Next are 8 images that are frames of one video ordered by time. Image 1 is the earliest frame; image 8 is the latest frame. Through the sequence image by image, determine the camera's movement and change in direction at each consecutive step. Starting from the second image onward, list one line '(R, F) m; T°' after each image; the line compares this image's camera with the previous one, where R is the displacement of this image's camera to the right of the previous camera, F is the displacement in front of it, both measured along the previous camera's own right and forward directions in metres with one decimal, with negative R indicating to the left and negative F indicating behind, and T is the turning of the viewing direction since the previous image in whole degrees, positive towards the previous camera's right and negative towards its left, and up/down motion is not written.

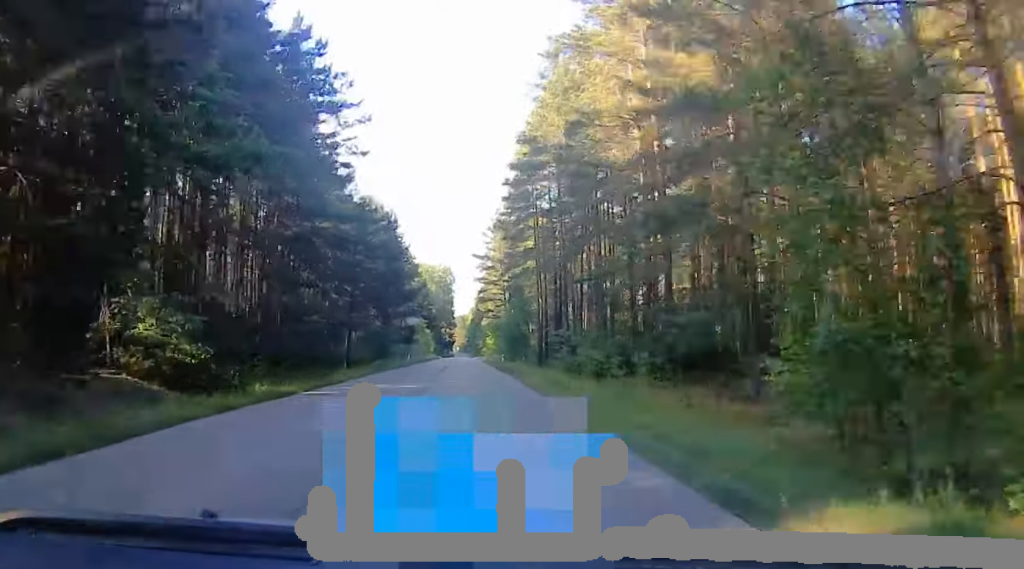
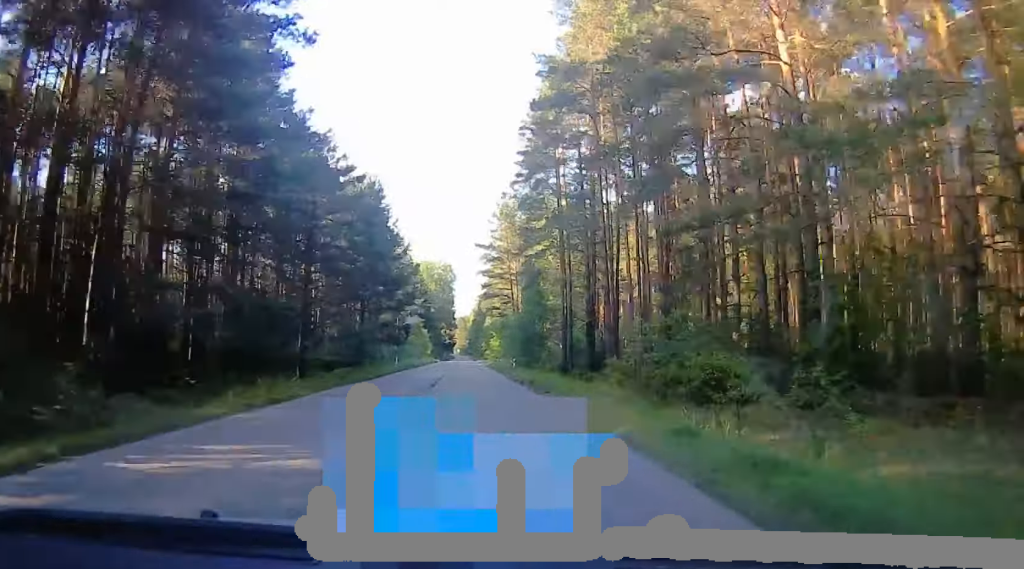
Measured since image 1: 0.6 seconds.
(+0.2, +14.1) m; 0°
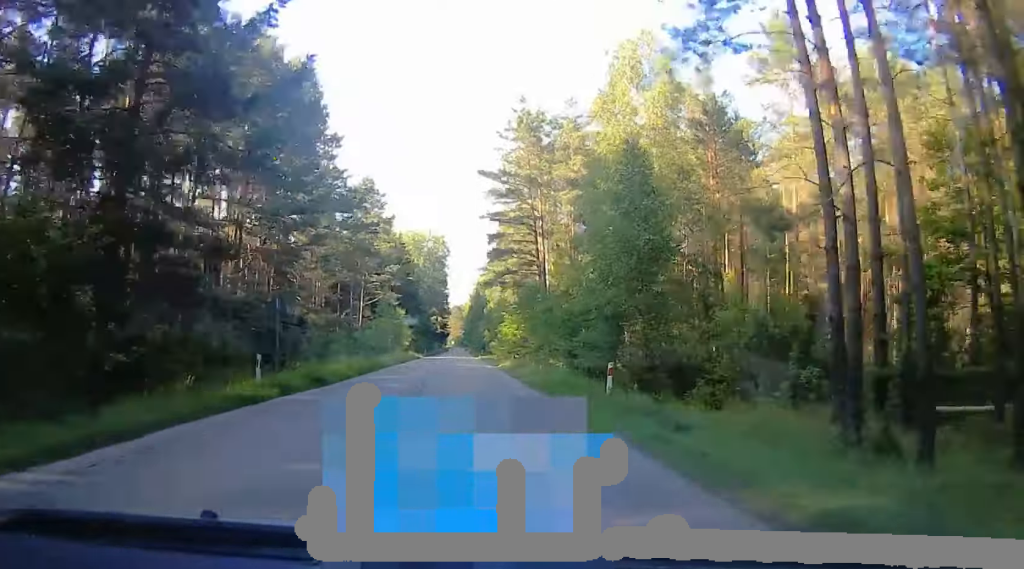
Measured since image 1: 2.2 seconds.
(-1.6, +37.6) m; -5°
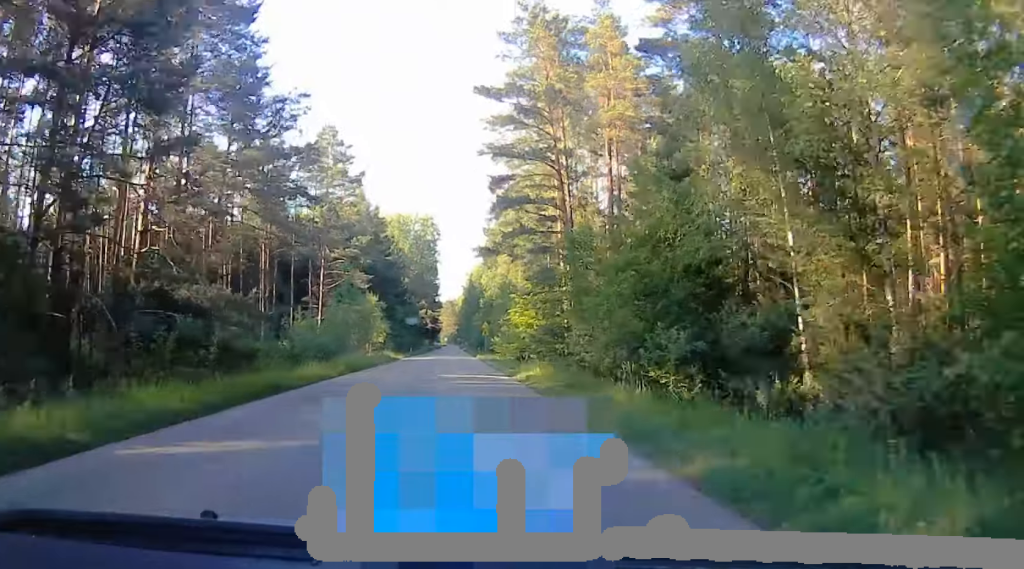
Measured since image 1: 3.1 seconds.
(+0.4, +20.7) m; +1°
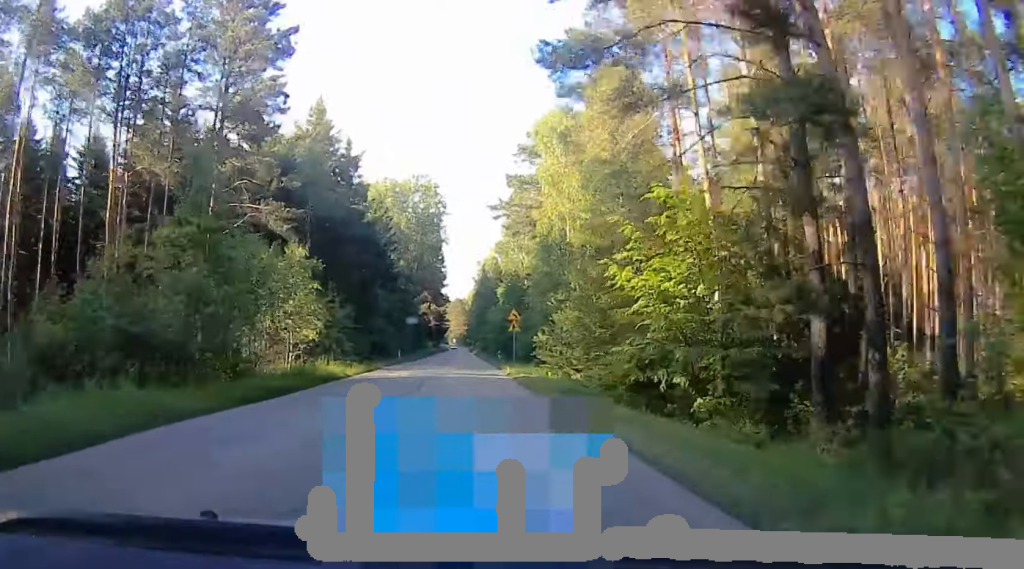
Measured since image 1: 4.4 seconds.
(+0.1, +31.8) m; -1°
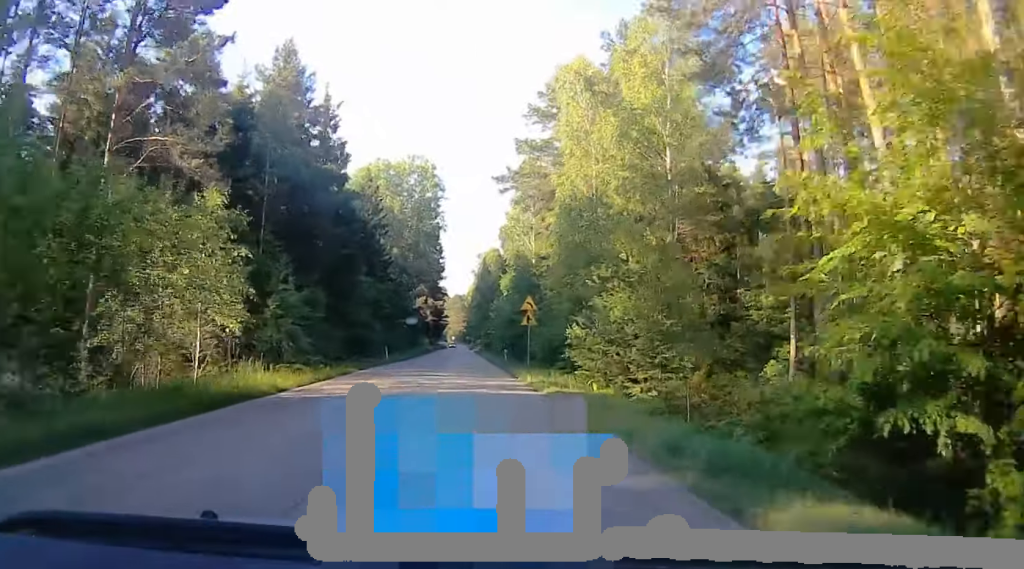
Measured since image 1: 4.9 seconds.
(-0.4, +10.9) m; +1°
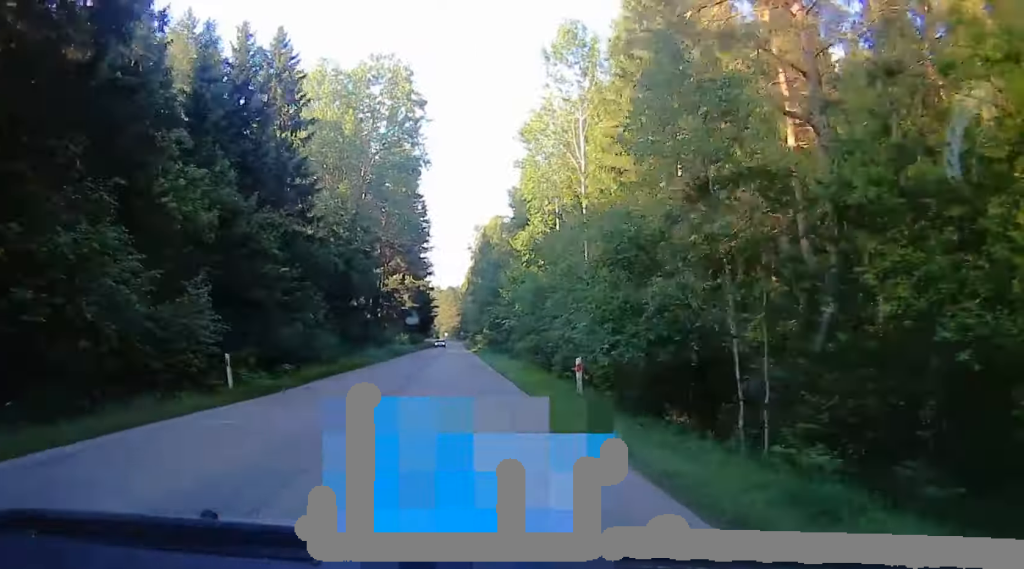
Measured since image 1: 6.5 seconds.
(+1.0, +38.1) m; 0°
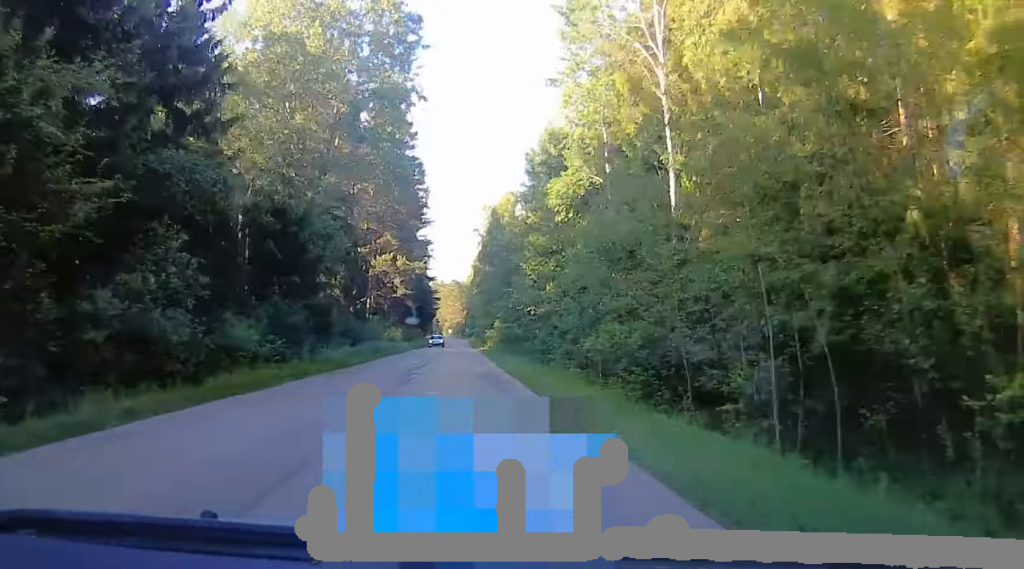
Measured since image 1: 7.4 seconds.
(-1.0, +18.6) m; -1°
